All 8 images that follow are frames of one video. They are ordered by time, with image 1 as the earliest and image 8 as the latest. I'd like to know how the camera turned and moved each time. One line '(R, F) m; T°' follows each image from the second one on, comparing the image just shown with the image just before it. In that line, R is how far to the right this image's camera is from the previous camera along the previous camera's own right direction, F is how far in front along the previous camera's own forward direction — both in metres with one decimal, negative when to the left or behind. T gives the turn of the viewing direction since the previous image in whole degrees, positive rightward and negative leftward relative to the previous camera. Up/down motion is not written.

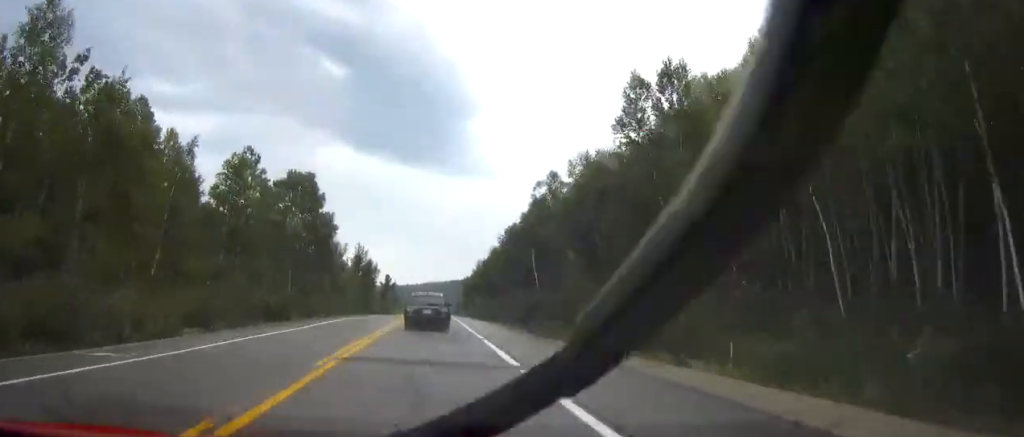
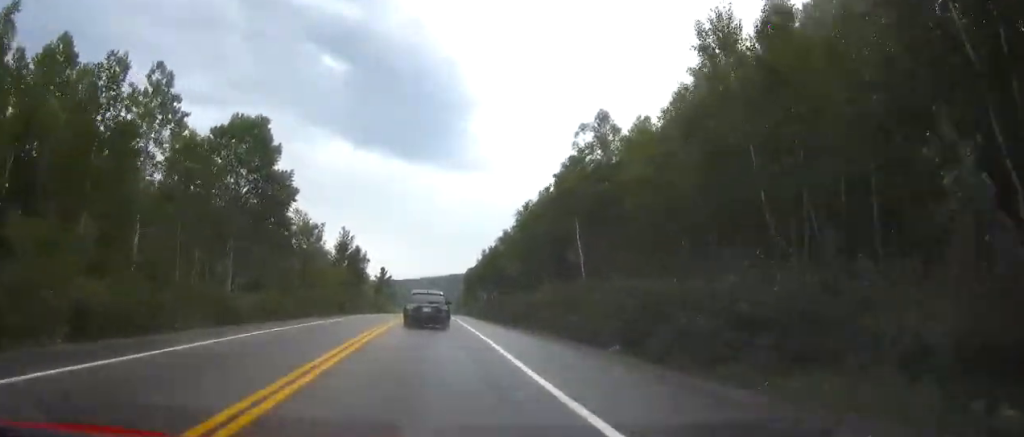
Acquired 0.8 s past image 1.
(-0.1, +20.8) m; 0°
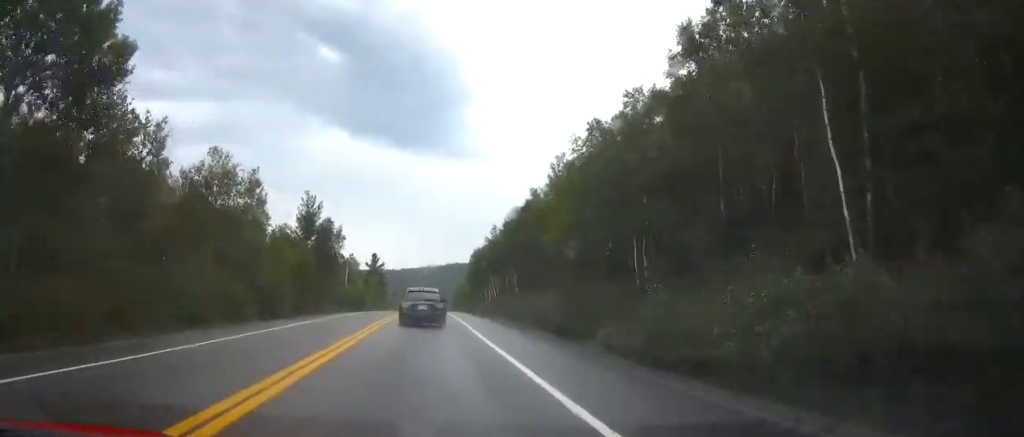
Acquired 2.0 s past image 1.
(+0.1, +30.3) m; +1°
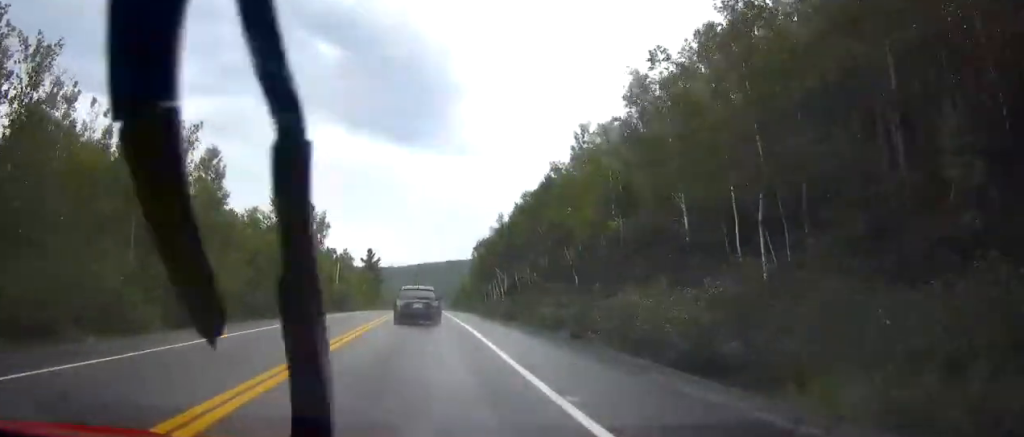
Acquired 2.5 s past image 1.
(+0.1, +12.9) m; 0°
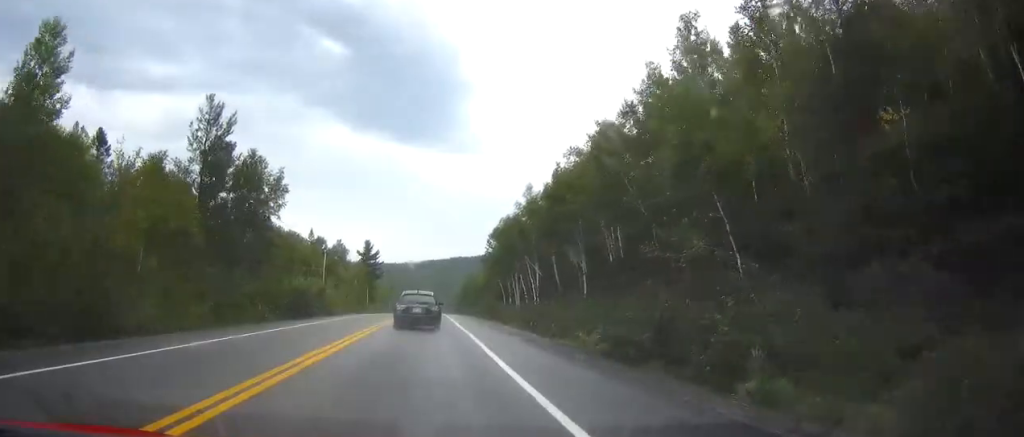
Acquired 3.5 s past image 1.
(0.0, +25.7) m; 0°
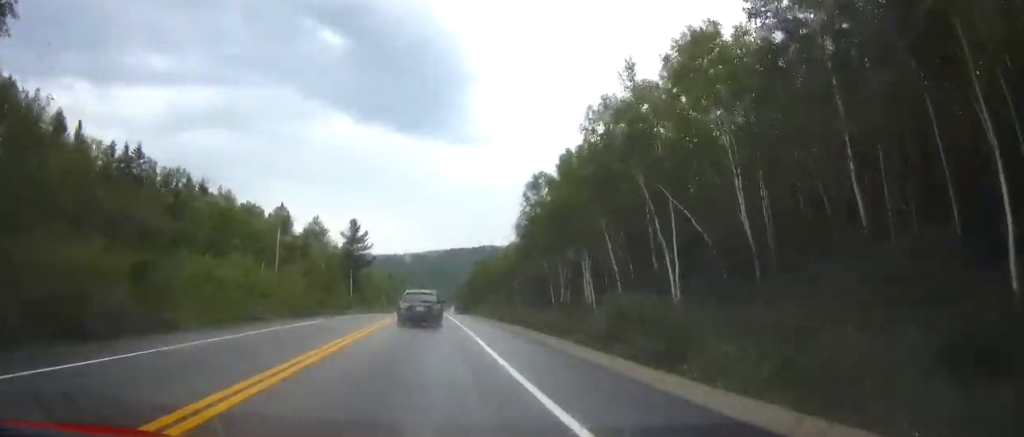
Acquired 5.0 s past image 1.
(-0.3, +40.0) m; 0°
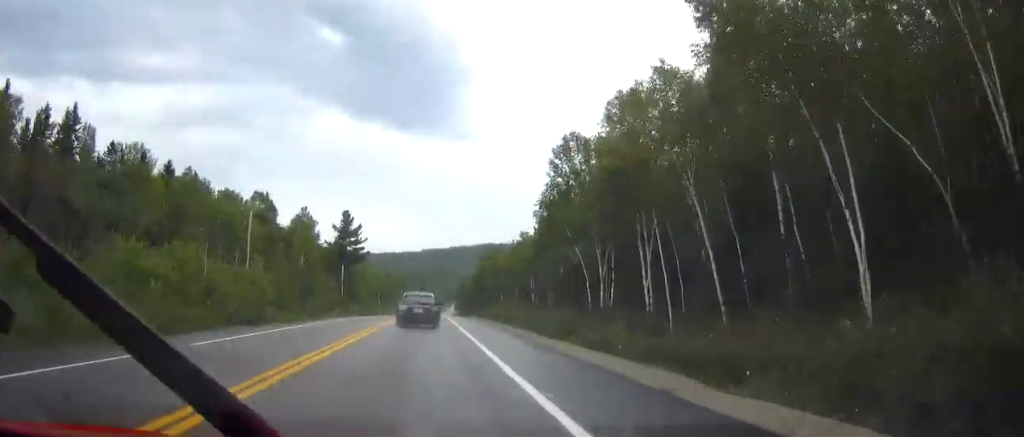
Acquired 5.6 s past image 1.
(0.0, +14.5) m; 0°
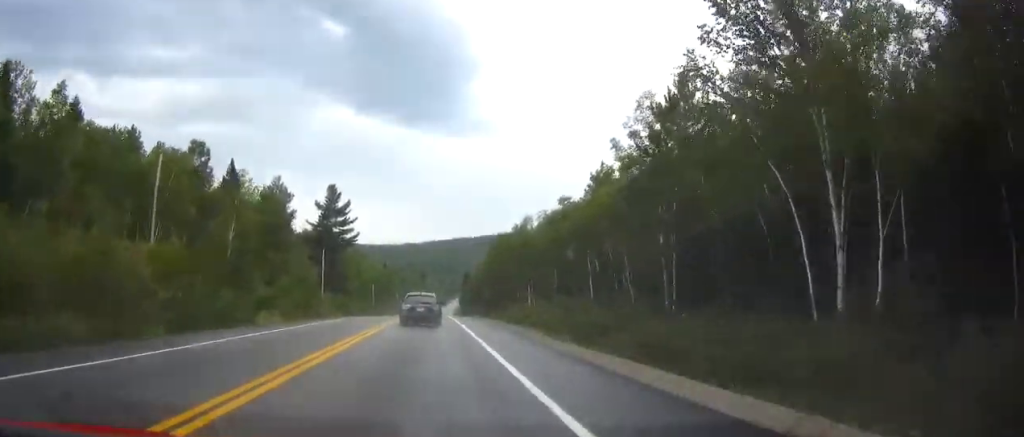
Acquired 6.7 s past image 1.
(+0.1, +28.4) m; 0°
